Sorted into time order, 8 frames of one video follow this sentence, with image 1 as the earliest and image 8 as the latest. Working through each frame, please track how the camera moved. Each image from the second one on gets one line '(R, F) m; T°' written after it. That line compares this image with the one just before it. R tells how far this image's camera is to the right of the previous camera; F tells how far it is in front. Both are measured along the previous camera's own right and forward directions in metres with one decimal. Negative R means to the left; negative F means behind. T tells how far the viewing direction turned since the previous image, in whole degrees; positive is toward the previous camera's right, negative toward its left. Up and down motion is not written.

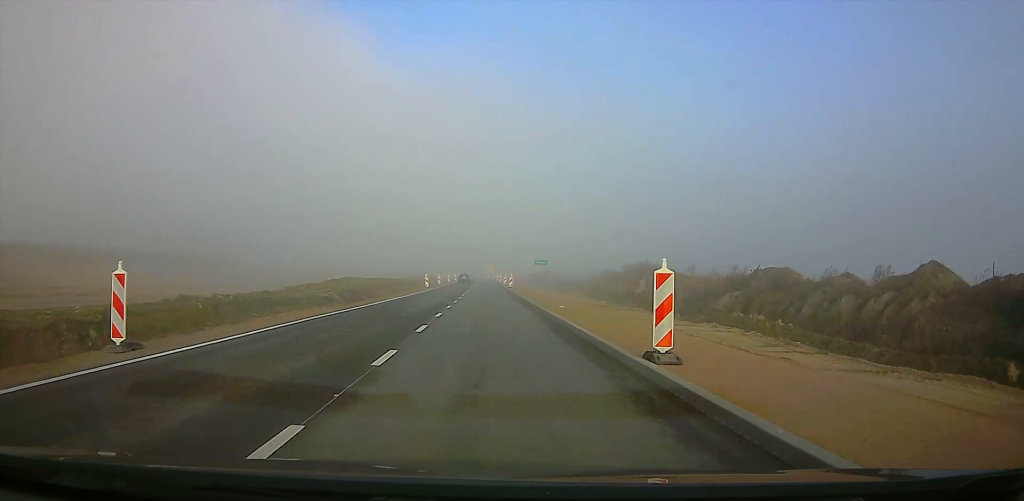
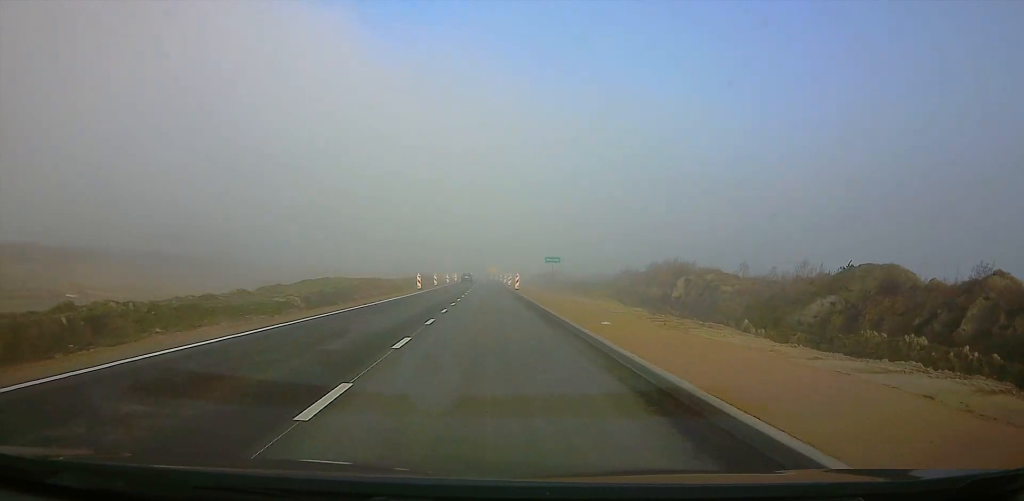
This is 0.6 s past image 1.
(0.0, +11.6) m; 0°
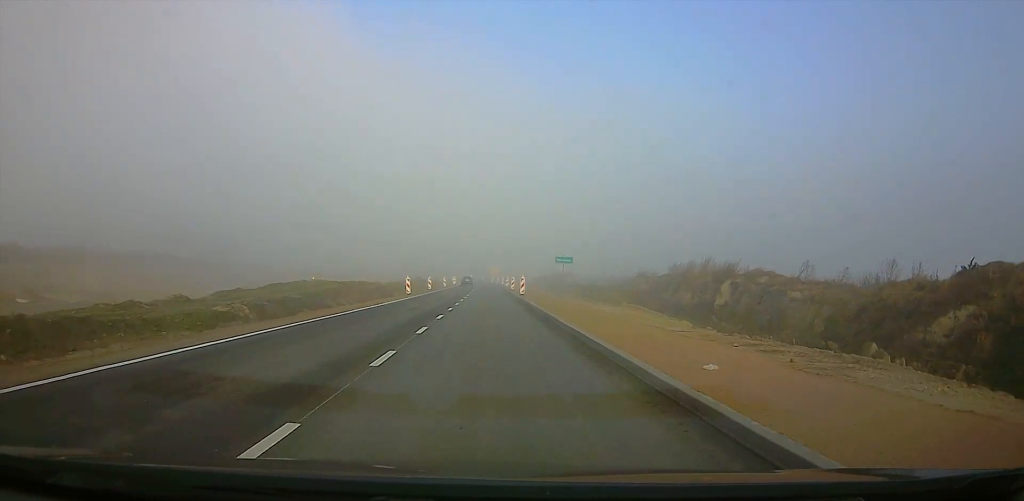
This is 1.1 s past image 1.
(0.0, +8.3) m; 0°
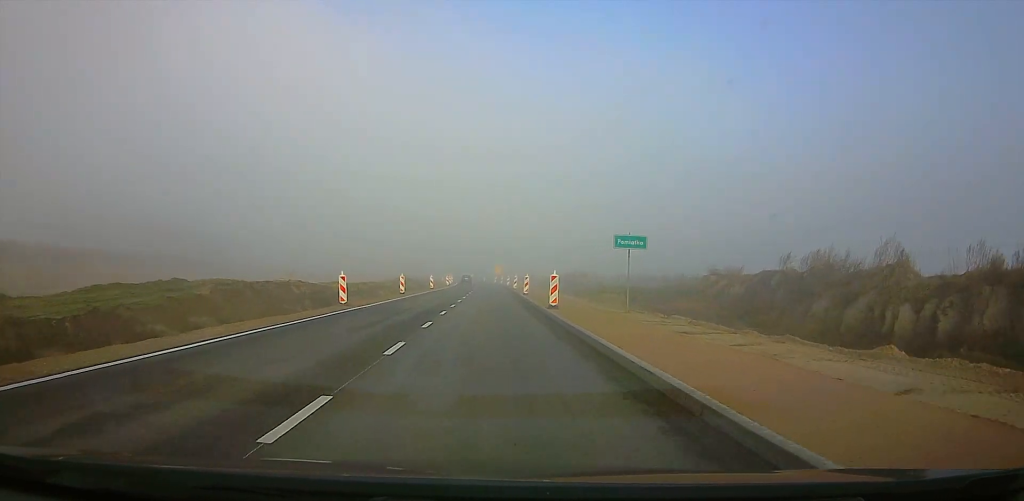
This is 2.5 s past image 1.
(-0.1, +21.8) m; 0°
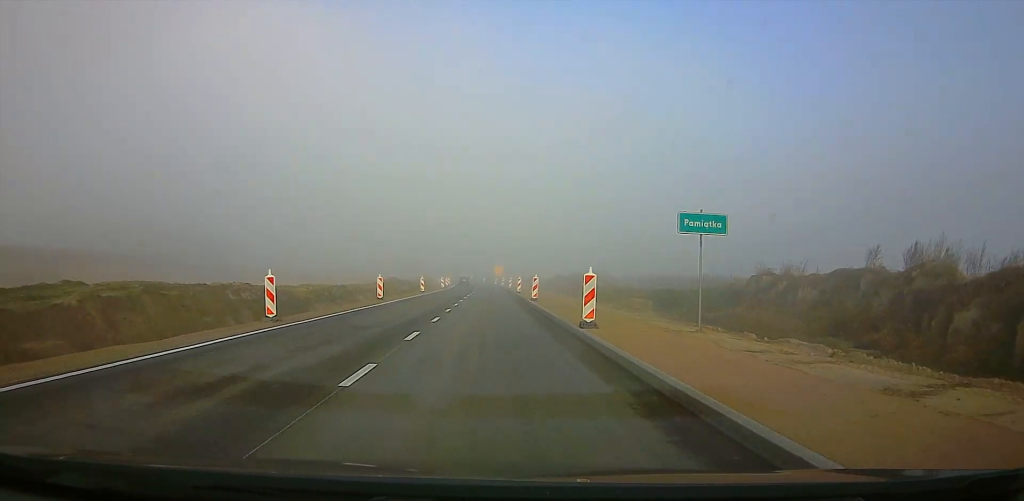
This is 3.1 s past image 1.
(0.0, +8.5) m; 0°
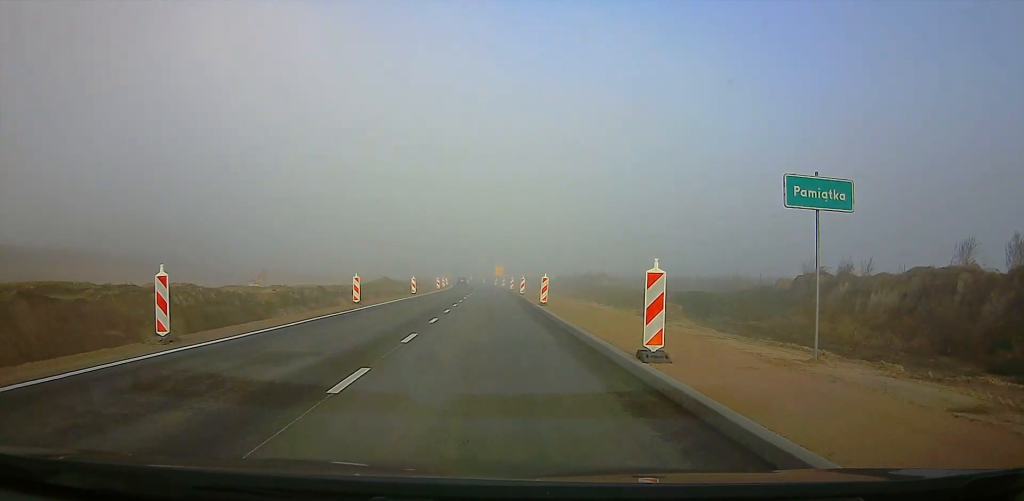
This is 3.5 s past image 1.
(0.0, +7.2) m; 0°
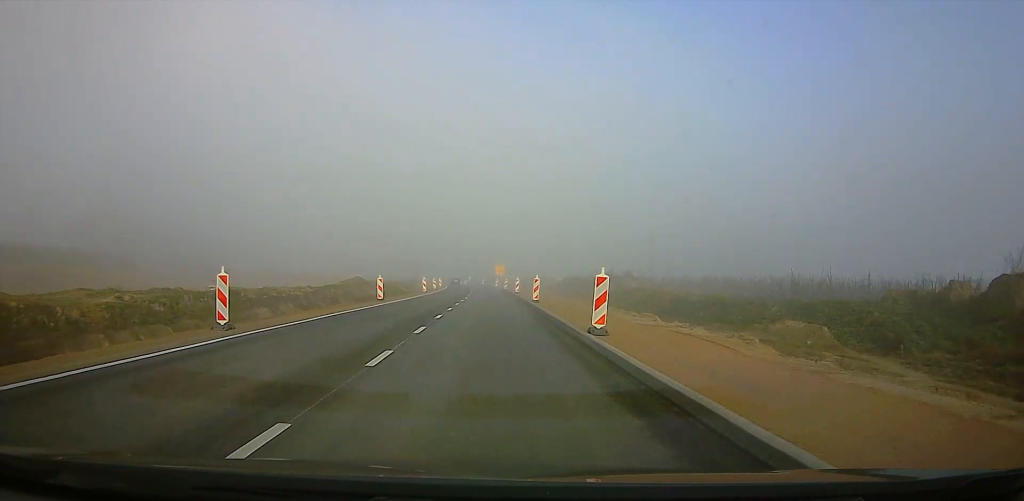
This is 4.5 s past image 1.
(0.0, +16.9) m; -1°
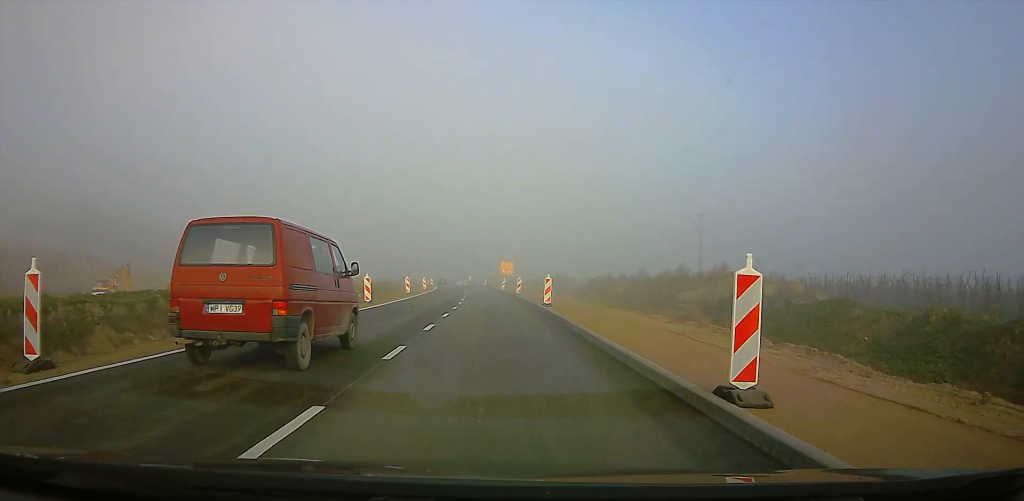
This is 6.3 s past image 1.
(-0.7, +33.6) m; 0°
